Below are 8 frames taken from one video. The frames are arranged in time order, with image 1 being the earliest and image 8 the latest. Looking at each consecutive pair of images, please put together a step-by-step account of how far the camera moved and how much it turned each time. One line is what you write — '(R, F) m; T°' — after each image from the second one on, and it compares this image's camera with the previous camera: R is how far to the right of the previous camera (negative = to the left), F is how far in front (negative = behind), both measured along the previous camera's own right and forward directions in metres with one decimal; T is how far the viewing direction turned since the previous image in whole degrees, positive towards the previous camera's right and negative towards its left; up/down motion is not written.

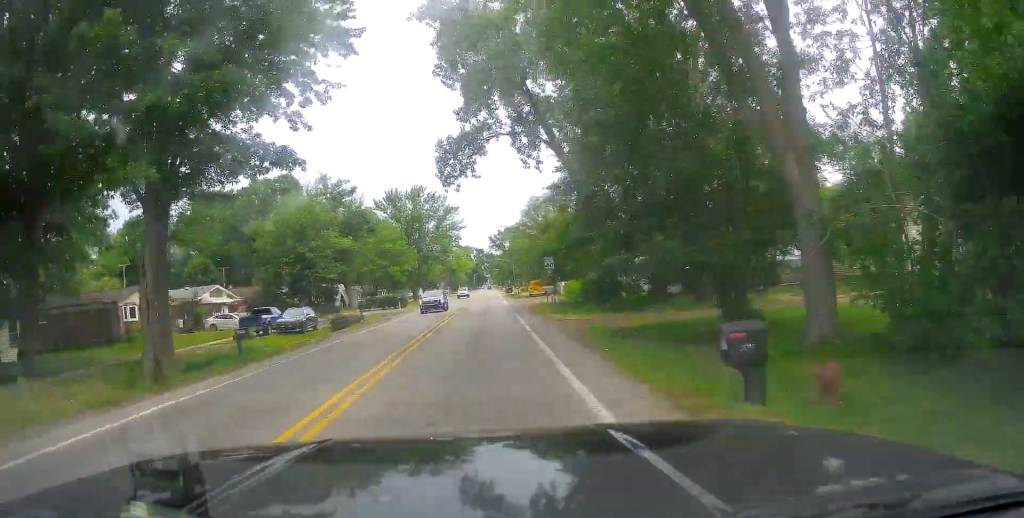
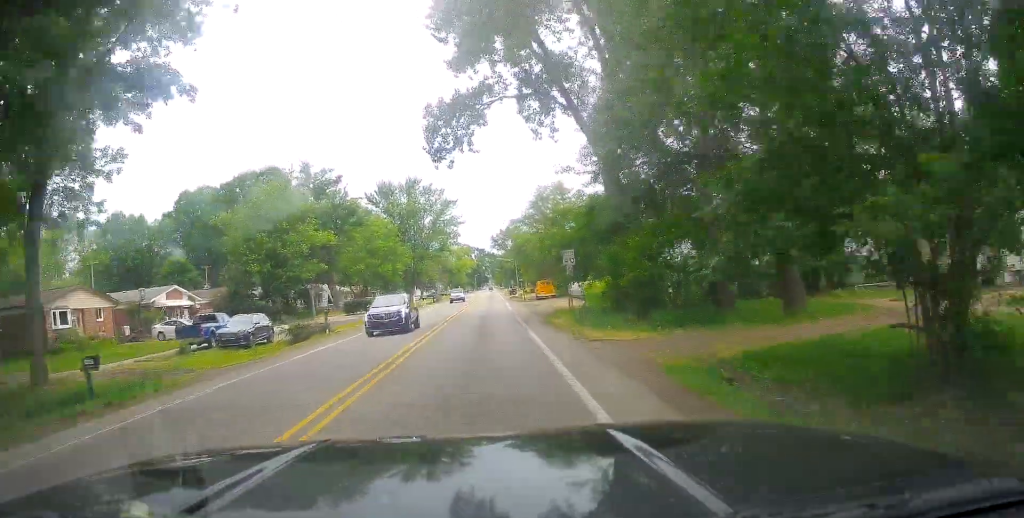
(+0.3, +8.8) m; +2°
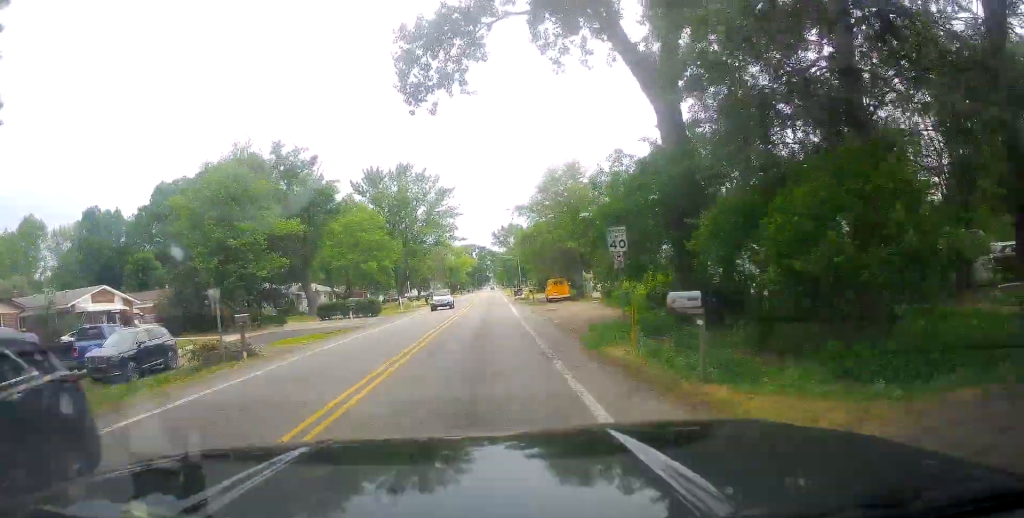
(+0.1, +10.8) m; 0°
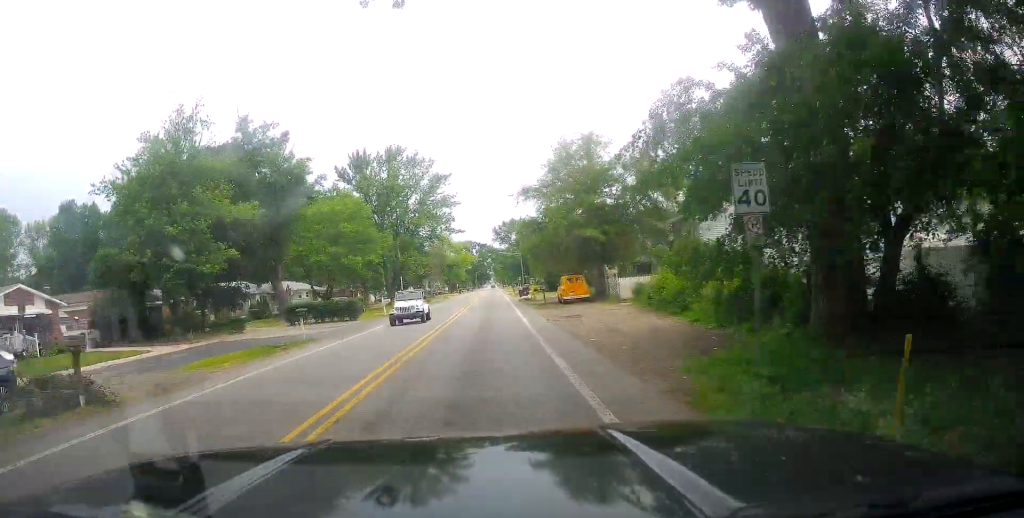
(0.0, +9.2) m; 0°
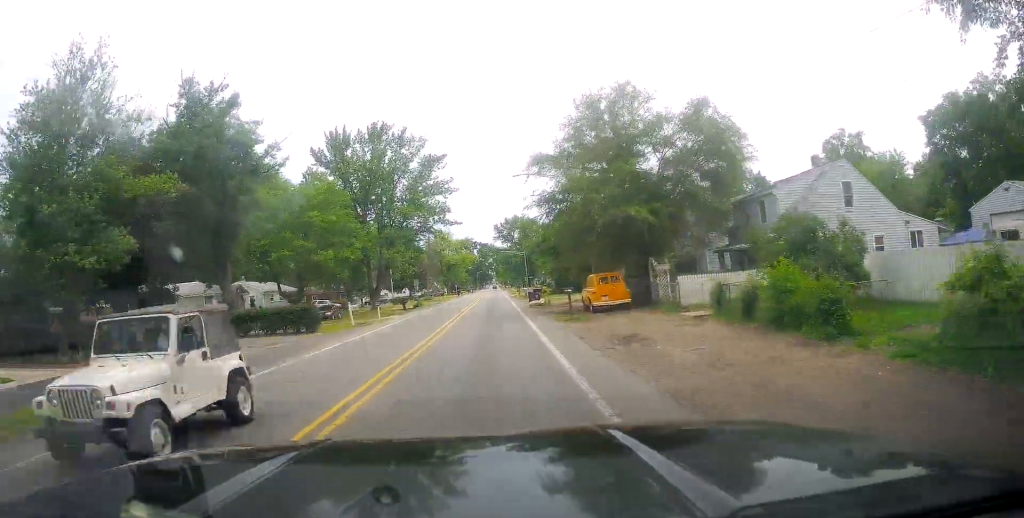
(0.0, +11.4) m; -1°
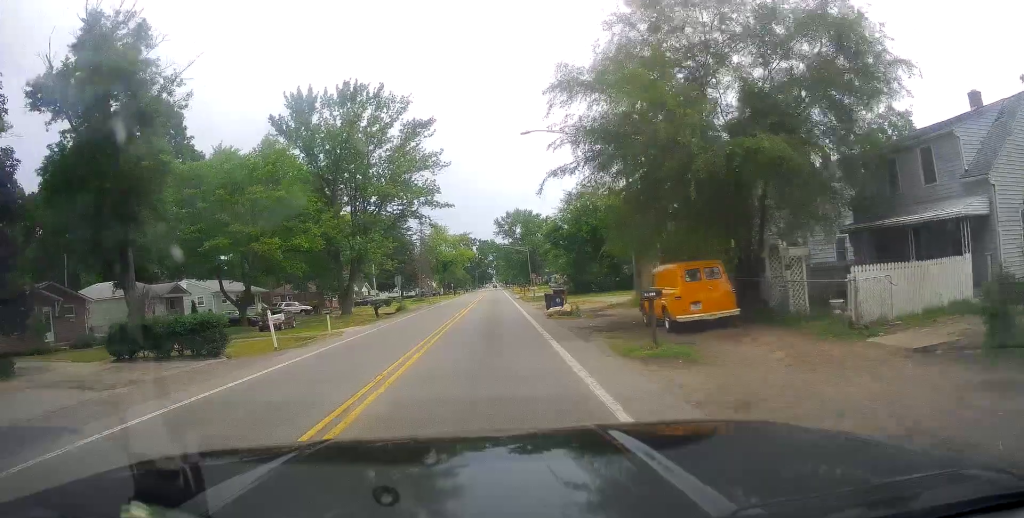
(-0.3, +13.2) m; 0°
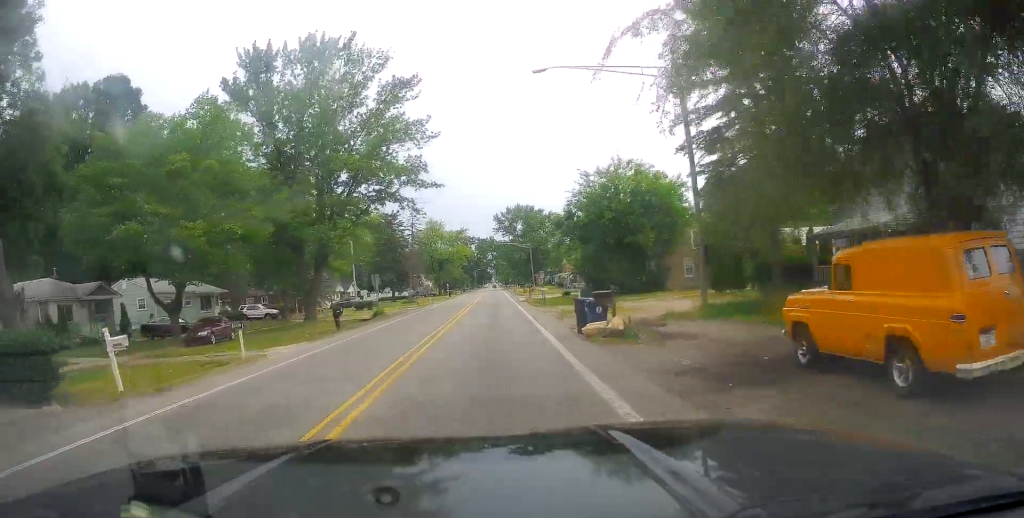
(+0.1, +10.6) m; +1°
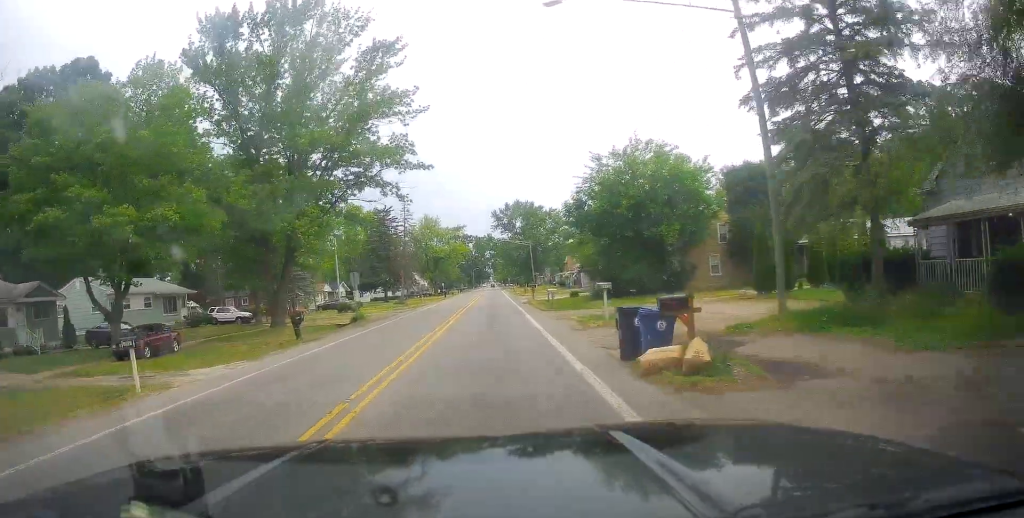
(+0.1, +6.4) m; +1°
